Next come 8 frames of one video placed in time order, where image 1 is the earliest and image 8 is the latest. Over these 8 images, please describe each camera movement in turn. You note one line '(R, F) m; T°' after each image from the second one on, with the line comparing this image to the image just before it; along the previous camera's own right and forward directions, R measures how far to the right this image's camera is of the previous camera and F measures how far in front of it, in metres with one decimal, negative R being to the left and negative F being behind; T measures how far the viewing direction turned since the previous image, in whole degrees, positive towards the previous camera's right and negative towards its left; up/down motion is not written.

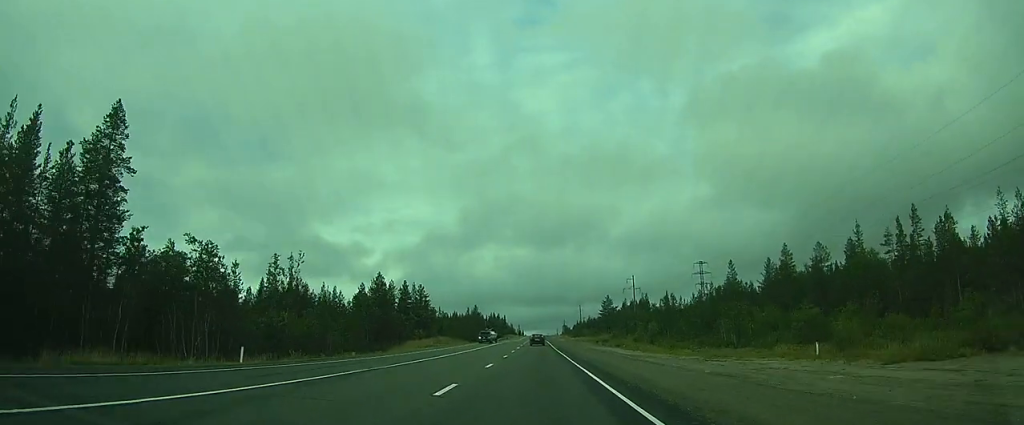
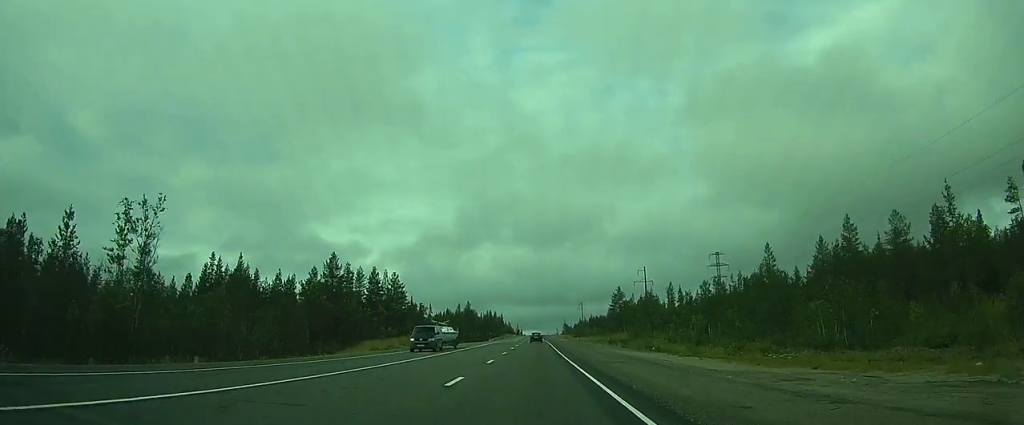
(-0.2, +22.1) m; -1°
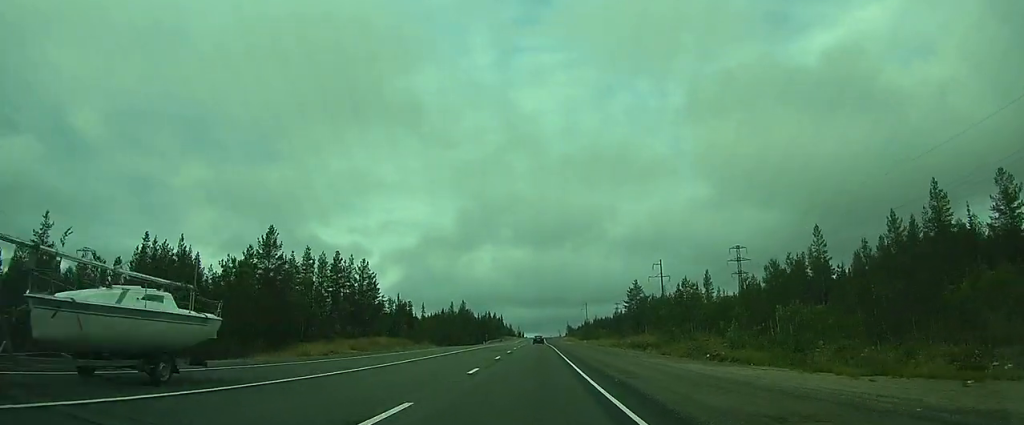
(-0.1, +19.9) m; 0°
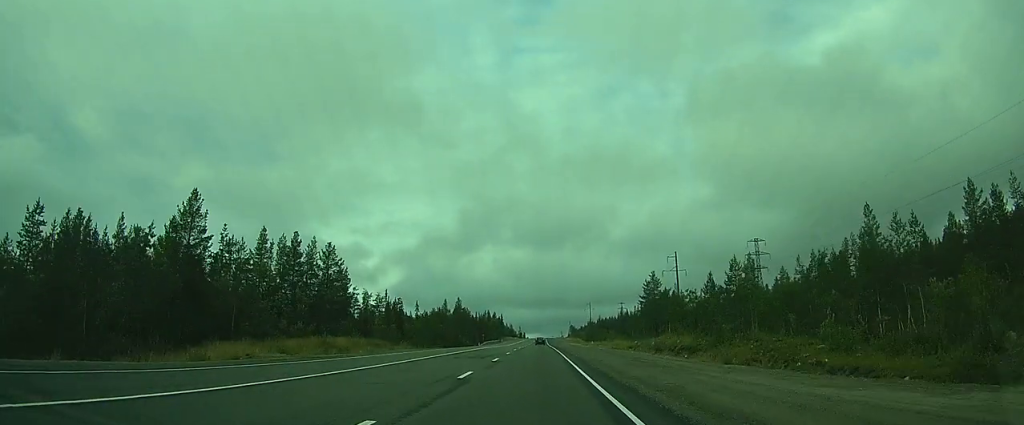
(0.0, +15.3) m; 0°
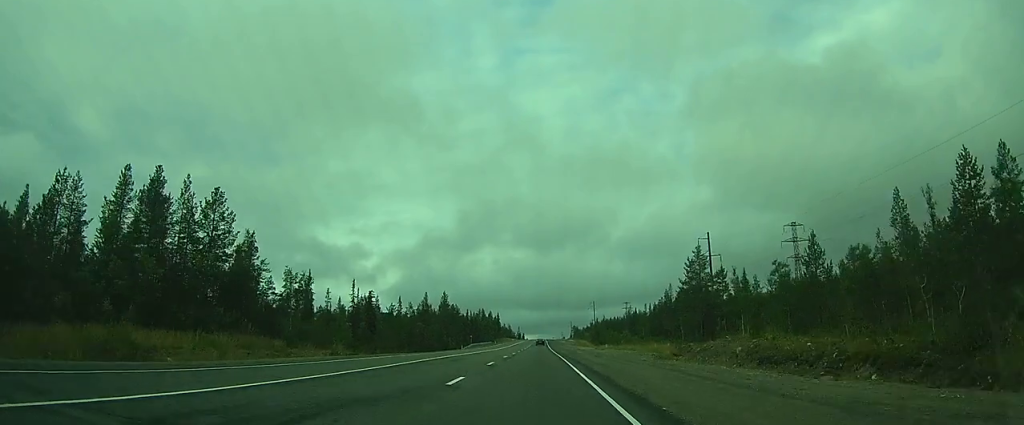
(0.0, +27.1) m; 0°
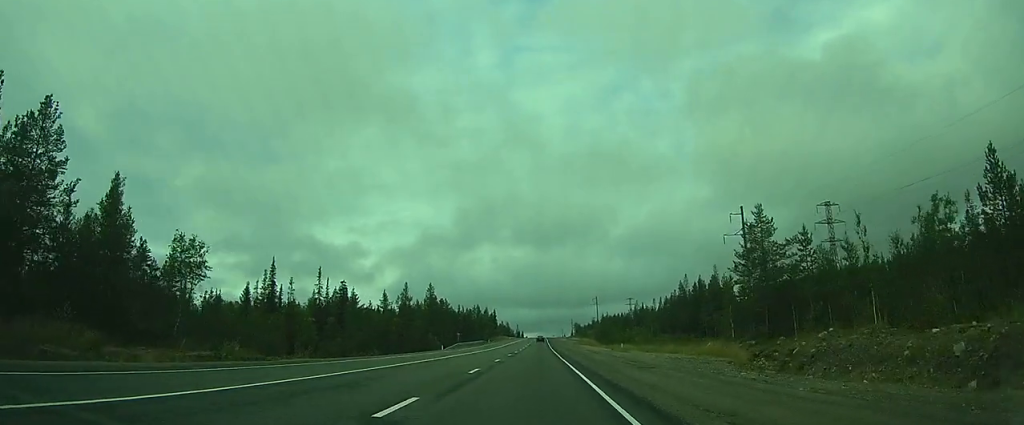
(0.0, +19.1) m; 0°
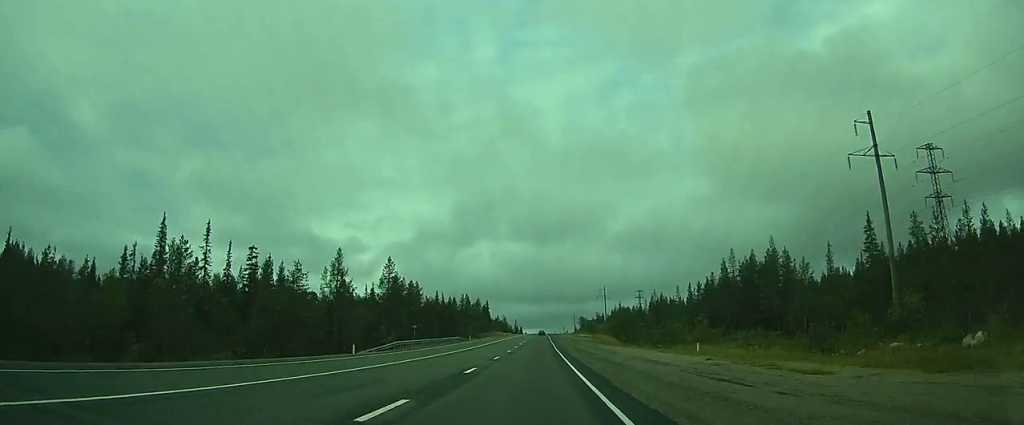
(+1.3, +36.0) m; +4°
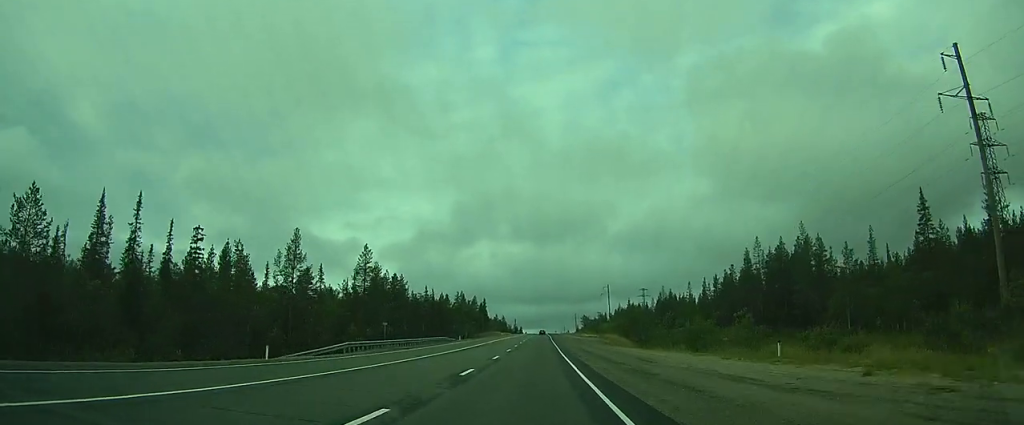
(0.0, +12.7) m; 0°
